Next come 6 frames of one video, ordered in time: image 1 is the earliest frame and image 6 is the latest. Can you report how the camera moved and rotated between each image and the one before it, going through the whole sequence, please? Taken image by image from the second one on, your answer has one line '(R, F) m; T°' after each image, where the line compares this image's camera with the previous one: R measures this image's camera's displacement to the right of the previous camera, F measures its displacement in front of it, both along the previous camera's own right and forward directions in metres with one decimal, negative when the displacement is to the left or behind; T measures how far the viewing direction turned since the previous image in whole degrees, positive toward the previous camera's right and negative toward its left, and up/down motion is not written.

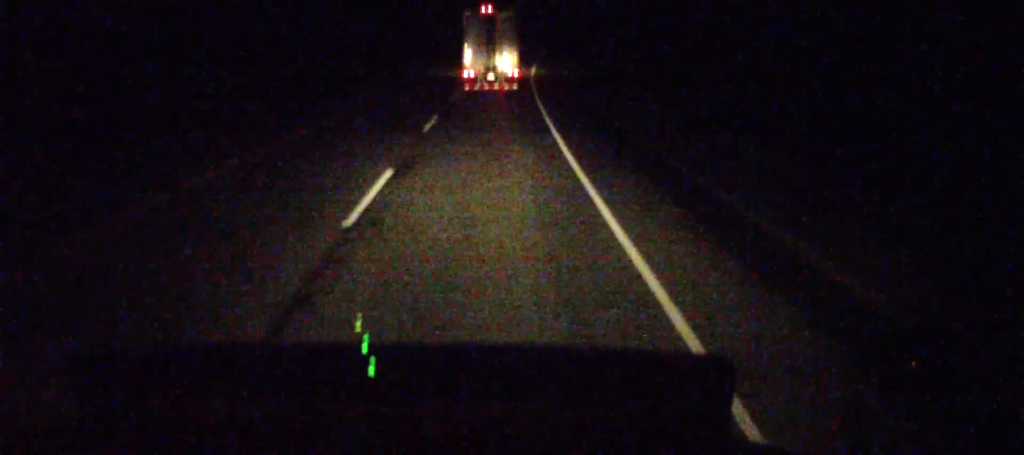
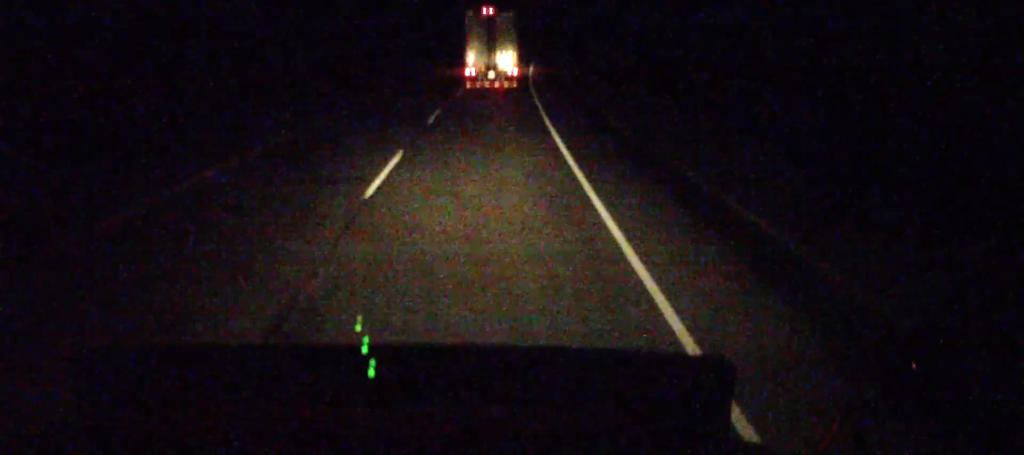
(-0.1, +10.5) m; 0°
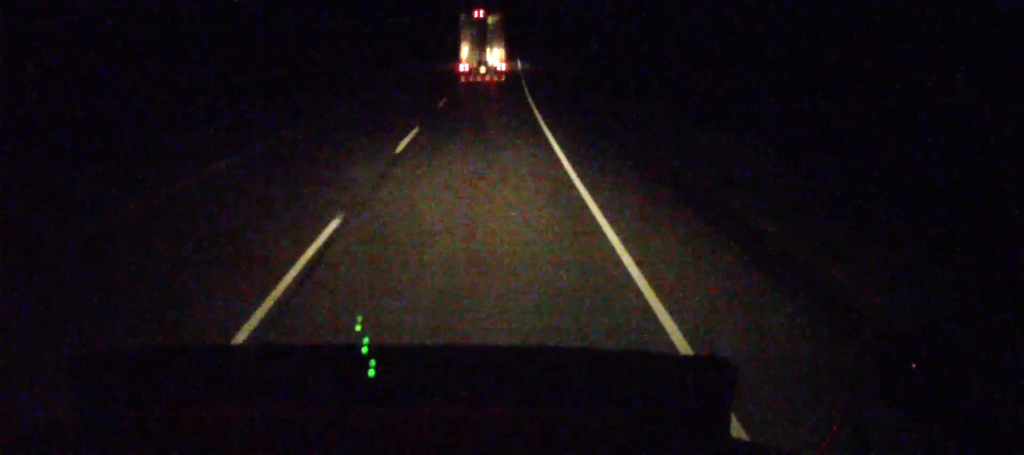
(+0.8, +33.0) m; +2°
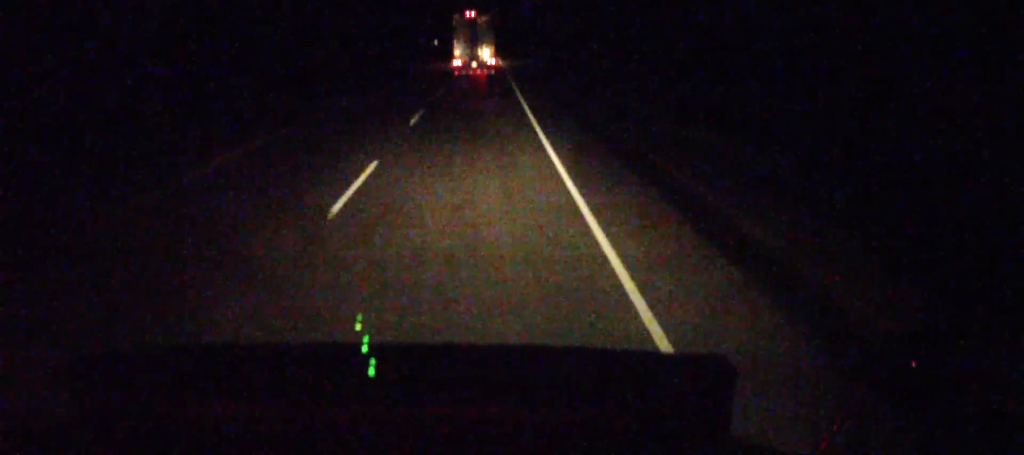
(0.0, +33.5) m; +1°
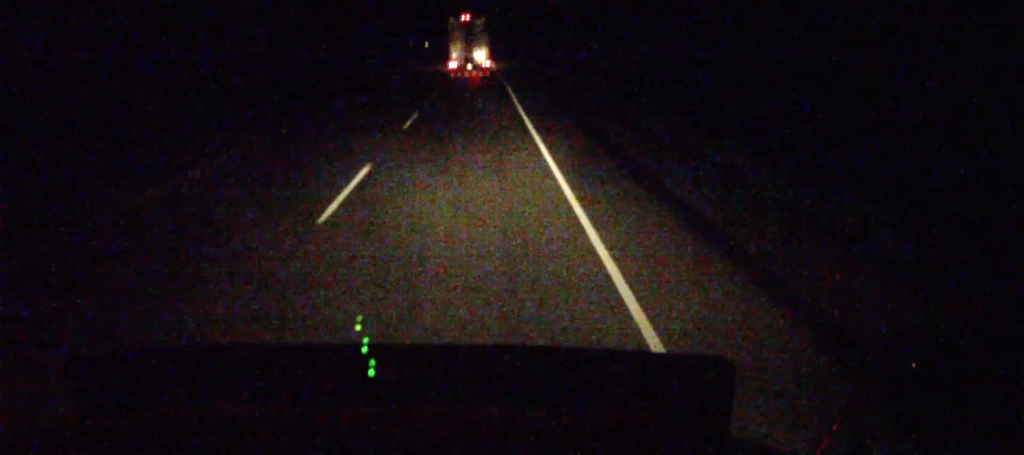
(+0.2, +13.4) m; +1°
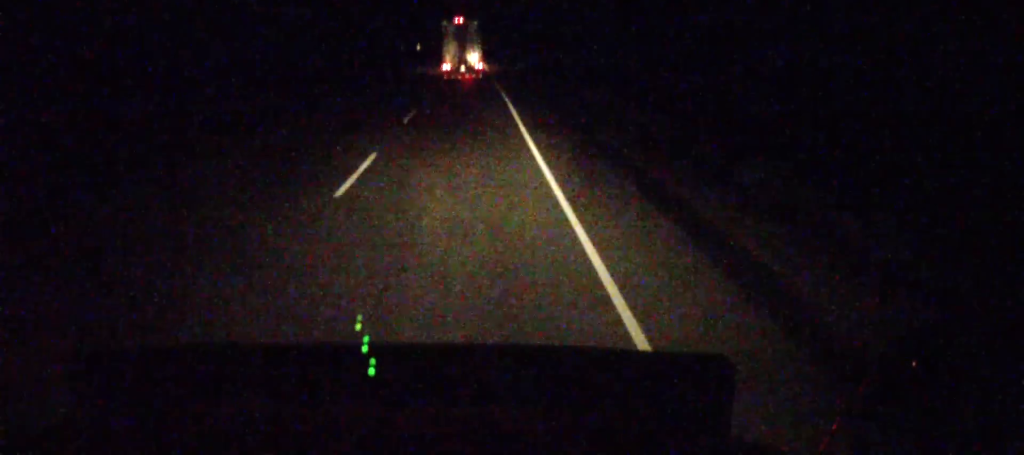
(0.0, +10.8) m; -1°
